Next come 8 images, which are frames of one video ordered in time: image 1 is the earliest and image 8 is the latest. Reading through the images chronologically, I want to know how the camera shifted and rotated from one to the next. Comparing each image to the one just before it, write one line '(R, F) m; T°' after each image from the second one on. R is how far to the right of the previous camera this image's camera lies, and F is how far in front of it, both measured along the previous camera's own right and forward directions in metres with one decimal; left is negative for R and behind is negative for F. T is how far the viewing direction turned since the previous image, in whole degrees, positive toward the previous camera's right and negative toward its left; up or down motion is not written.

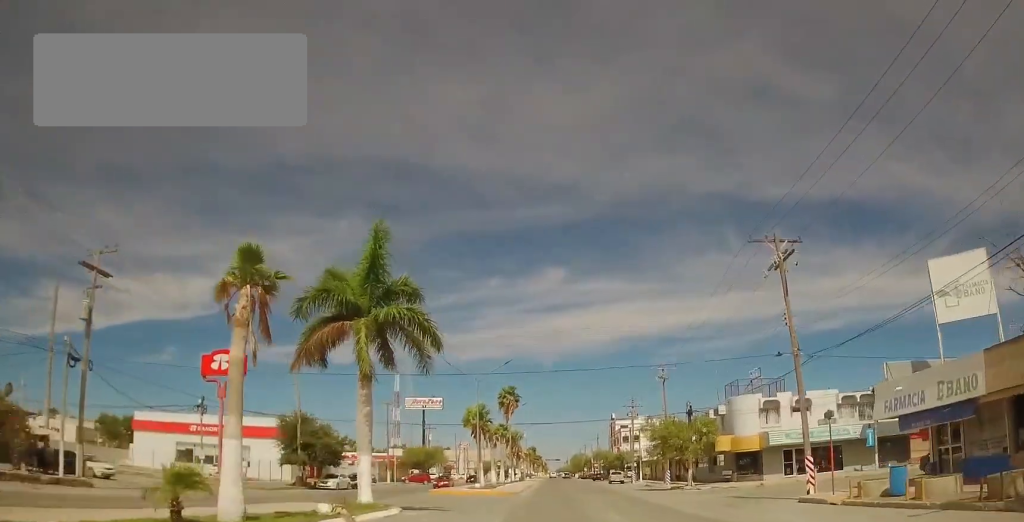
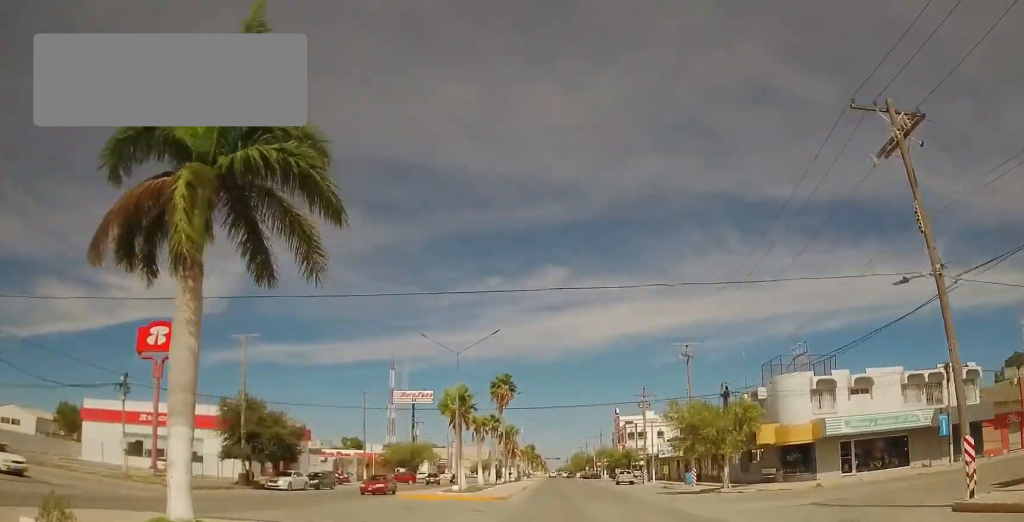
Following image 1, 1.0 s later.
(0.0, +10.6) m; 0°
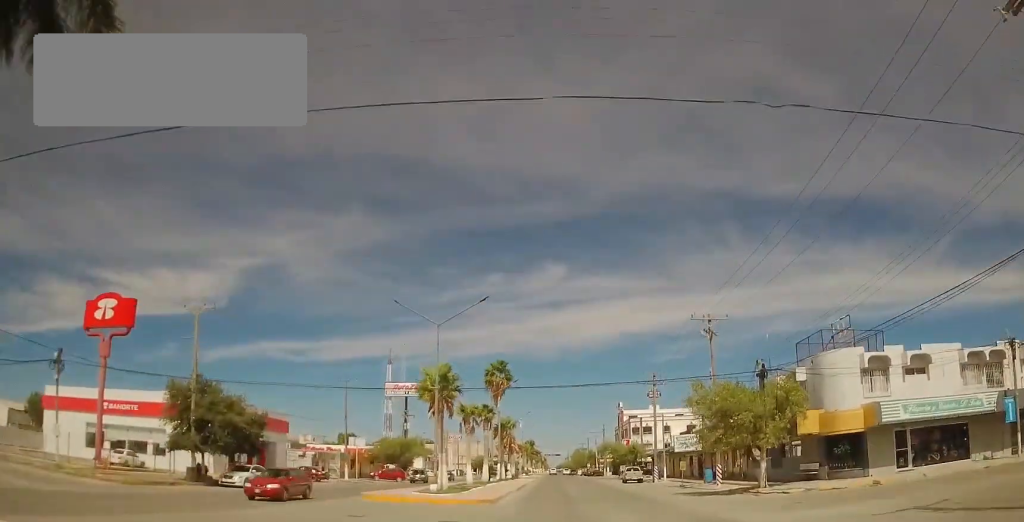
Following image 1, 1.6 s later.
(0.0, +6.9) m; 0°
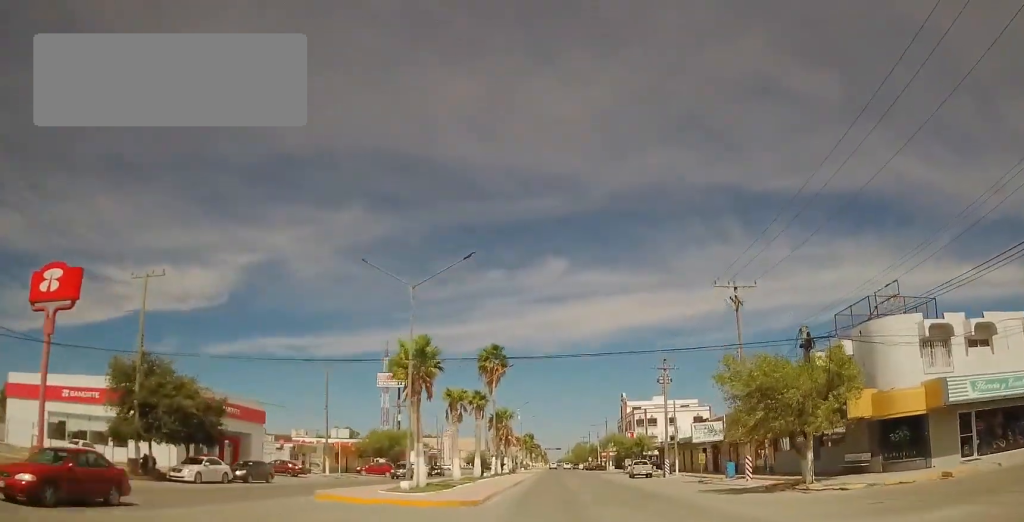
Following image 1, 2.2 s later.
(0.0, +6.0) m; 0°
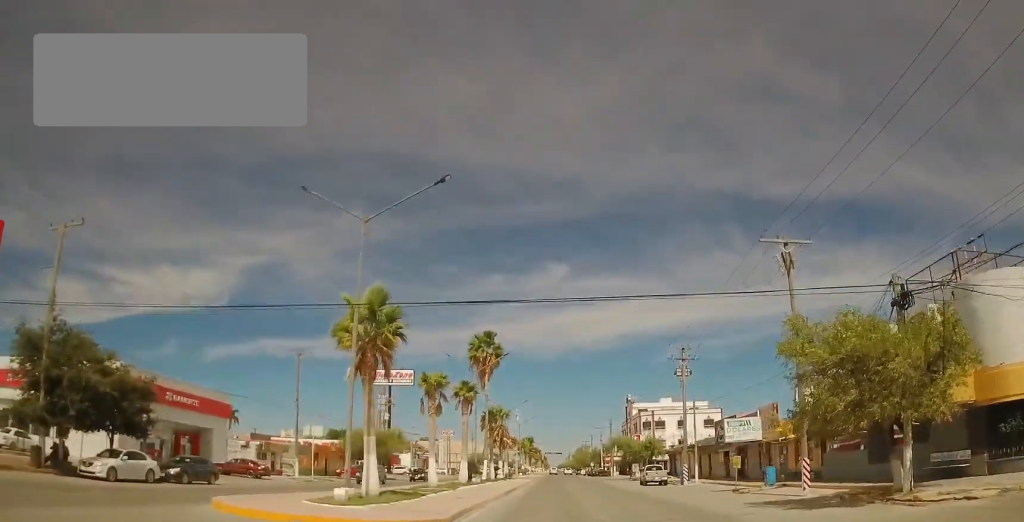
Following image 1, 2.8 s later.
(0.0, +7.6) m; 0°
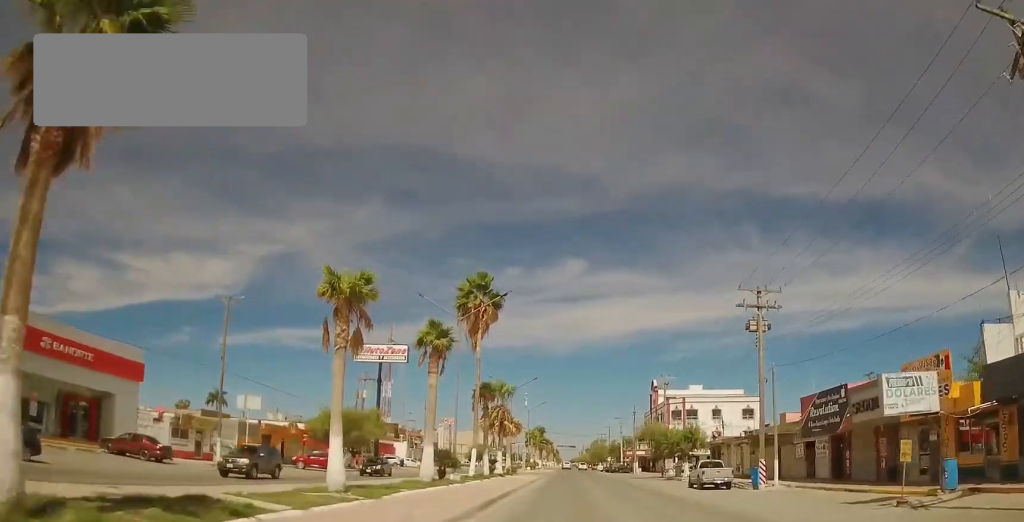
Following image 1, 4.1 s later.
(0.0, +15.3) m; 0°
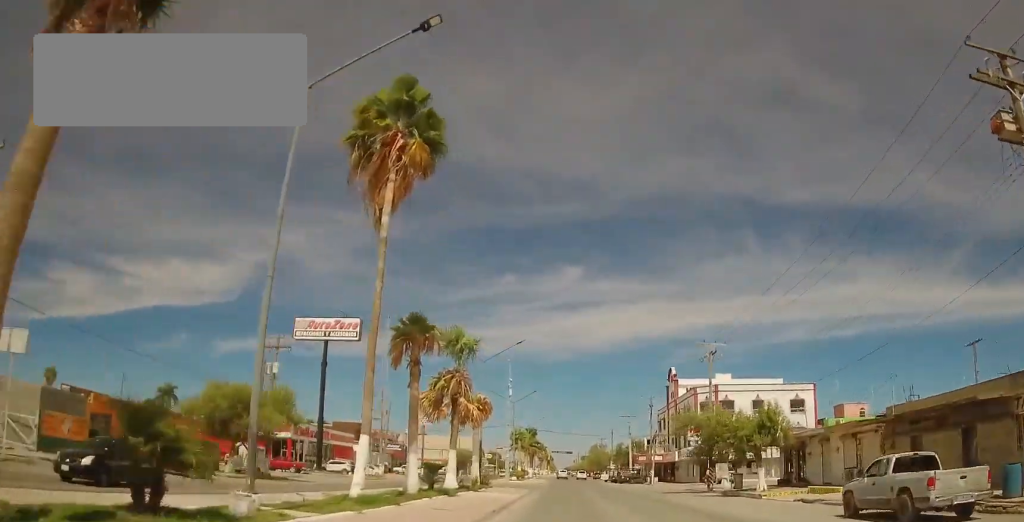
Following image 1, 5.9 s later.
(+0.1, +21.6) m; 0°
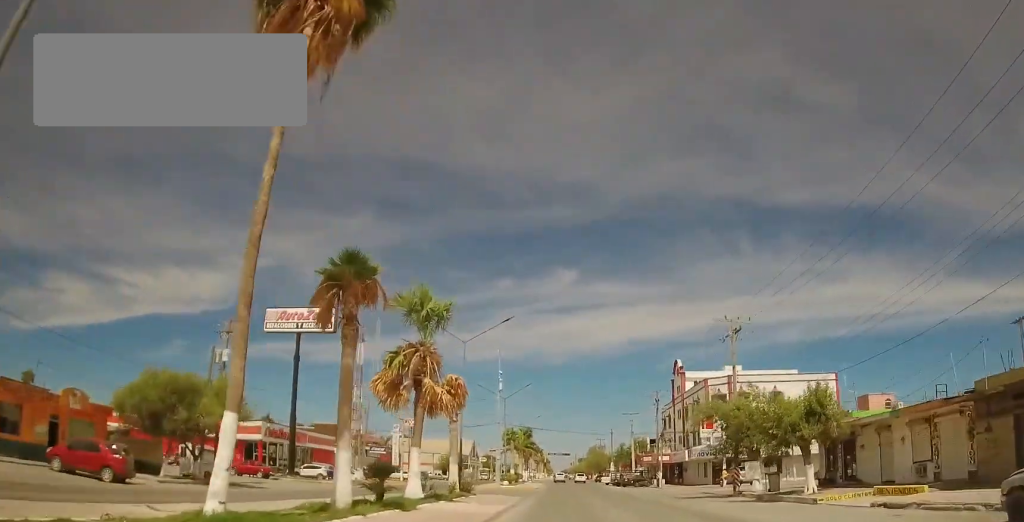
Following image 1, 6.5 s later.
(0.0, +7.1) m; 0°
